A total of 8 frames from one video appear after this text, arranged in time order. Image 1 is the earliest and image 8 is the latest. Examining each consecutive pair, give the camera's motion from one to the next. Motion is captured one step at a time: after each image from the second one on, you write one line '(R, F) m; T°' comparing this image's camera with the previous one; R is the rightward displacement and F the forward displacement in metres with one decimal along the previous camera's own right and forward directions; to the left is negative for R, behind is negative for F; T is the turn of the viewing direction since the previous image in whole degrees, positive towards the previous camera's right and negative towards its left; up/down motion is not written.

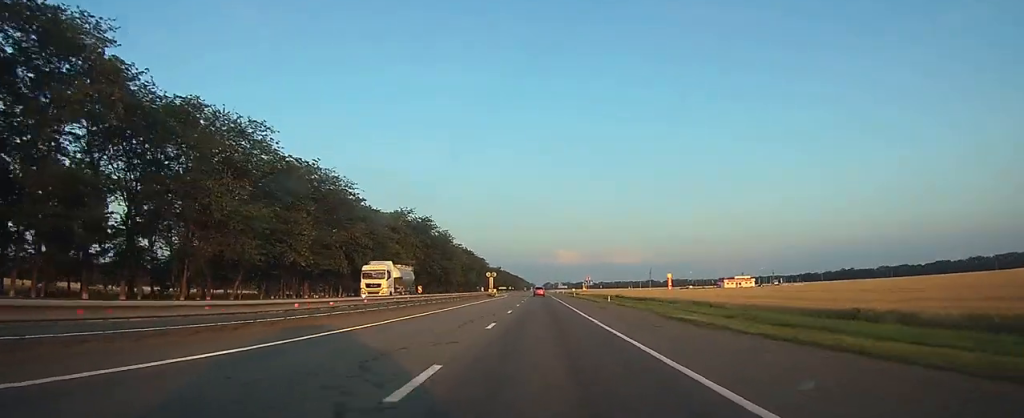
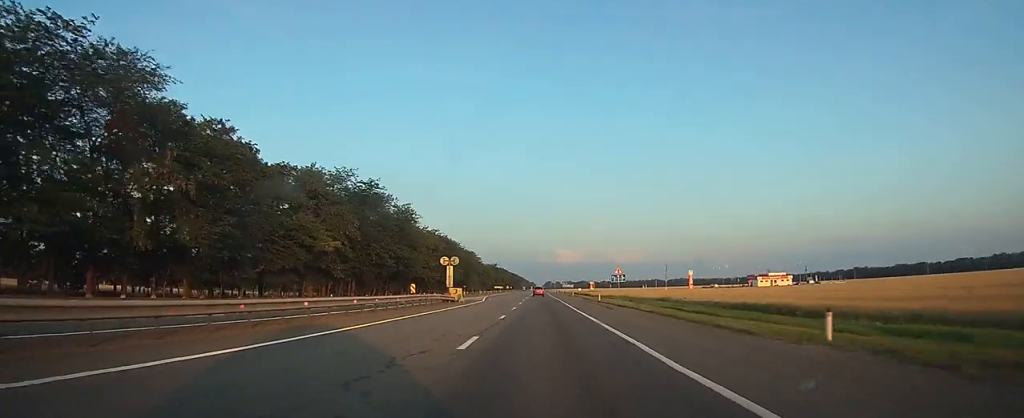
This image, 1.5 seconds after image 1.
(-0.1, +42.3) m; 0°
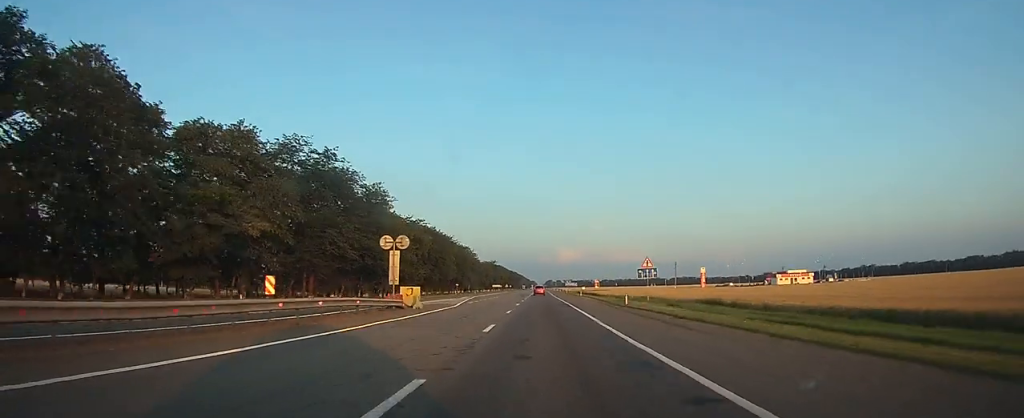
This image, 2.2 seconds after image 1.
(0.0, +18.8) m; 0°
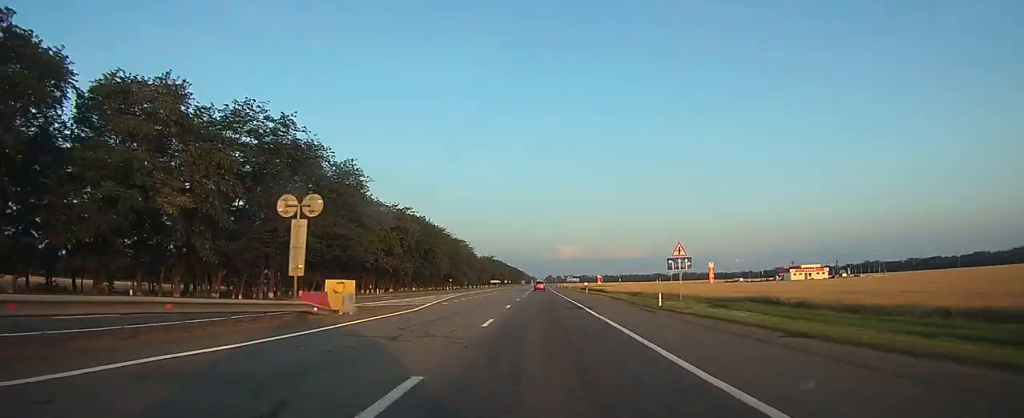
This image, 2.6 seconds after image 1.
(0.0, +12.3) m; 0°
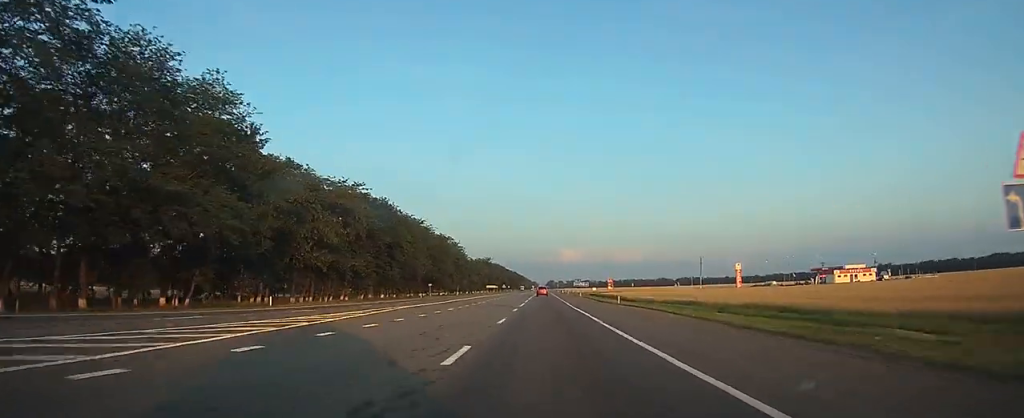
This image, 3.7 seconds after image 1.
(0.0, +31.1) m; 0°
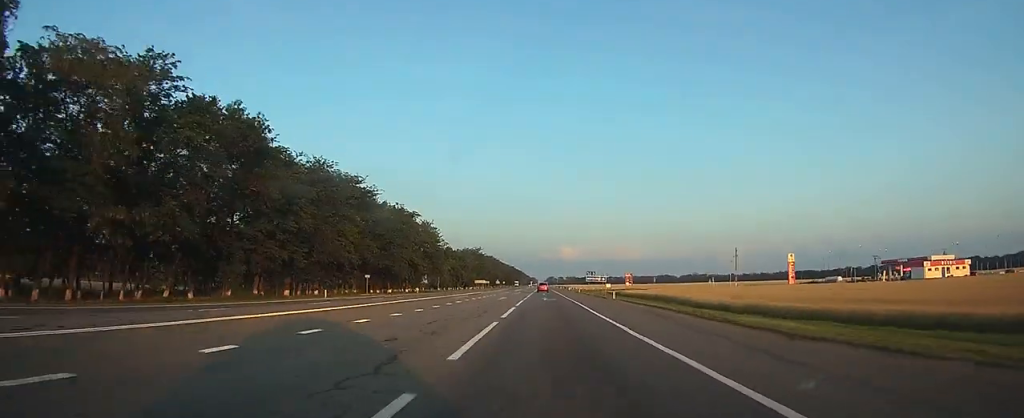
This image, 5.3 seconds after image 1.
(-0.2, +45.4) m; 0°
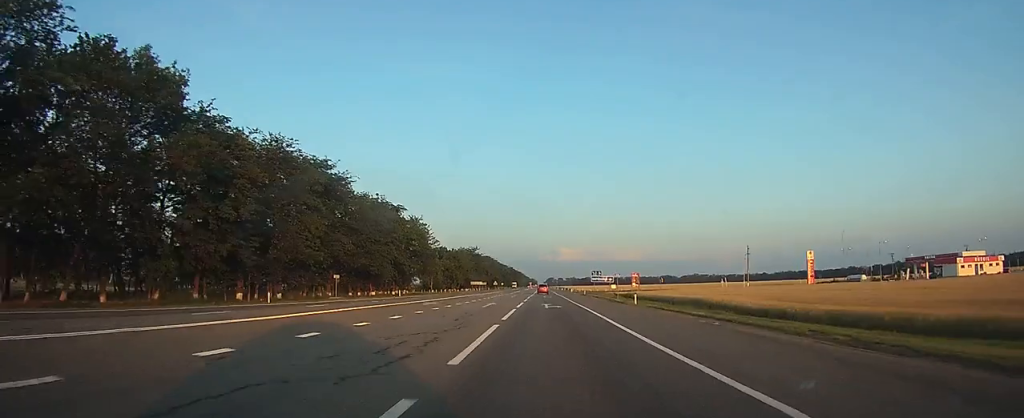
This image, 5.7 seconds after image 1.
(0.0, +12.3) m; 0°
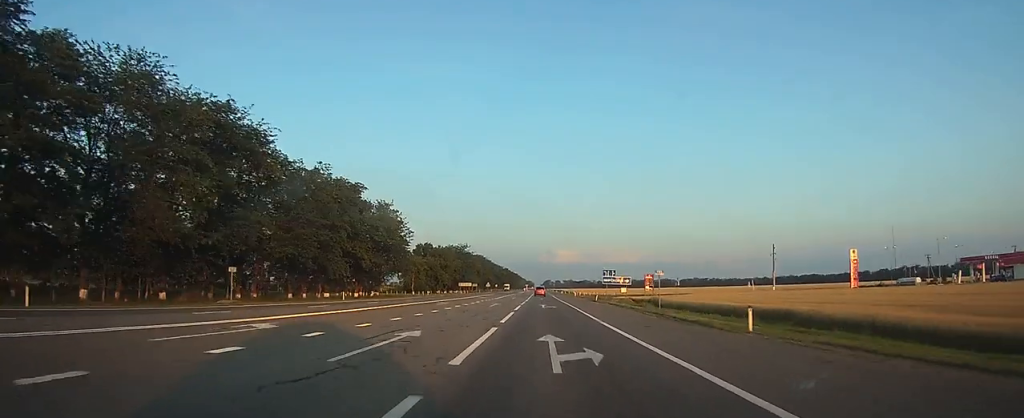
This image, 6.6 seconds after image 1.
(0.0, +23.7) m; 0°
